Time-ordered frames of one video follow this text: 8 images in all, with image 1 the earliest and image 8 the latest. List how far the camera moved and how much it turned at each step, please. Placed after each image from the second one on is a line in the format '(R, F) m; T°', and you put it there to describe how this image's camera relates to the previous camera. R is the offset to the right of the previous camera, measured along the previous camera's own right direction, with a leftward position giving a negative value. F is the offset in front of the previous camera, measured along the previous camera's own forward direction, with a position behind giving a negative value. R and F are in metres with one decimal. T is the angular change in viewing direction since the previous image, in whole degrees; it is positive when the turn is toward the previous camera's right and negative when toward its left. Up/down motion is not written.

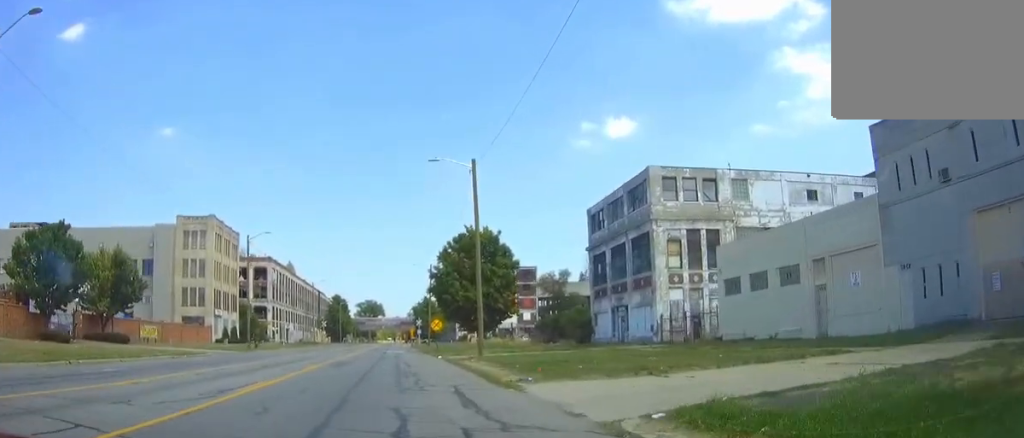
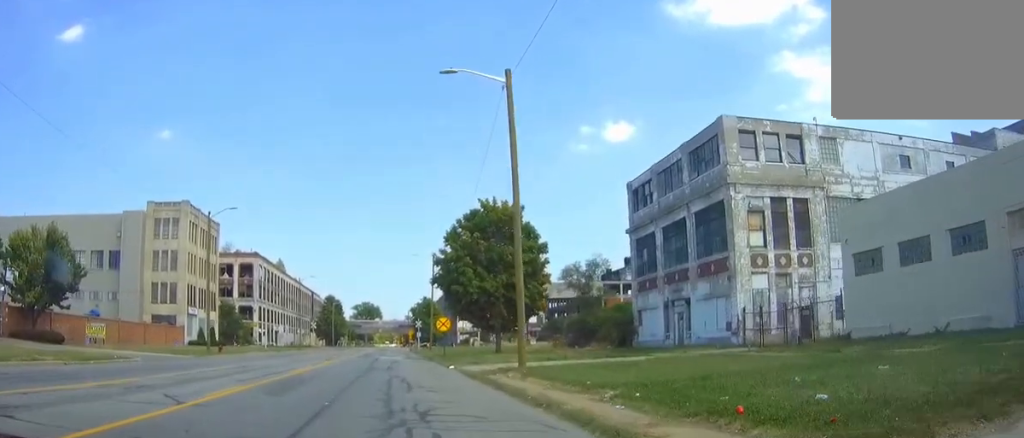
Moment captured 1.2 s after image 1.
(+0.1, +14.1) m; 0°
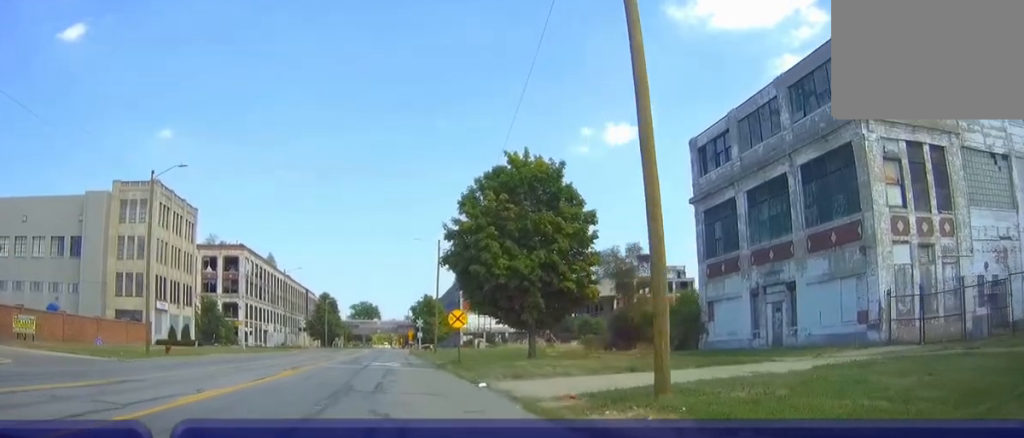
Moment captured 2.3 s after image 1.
(0.0, +13.5) m; 0°
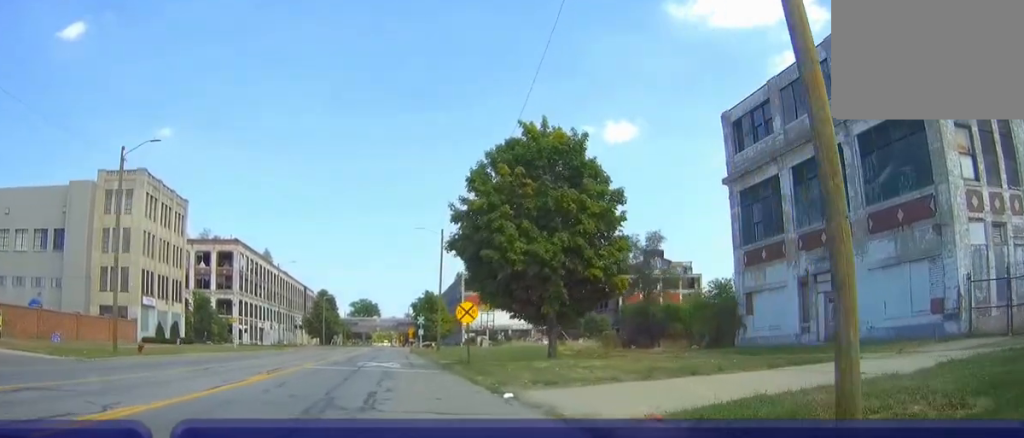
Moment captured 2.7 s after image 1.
(0.0, +5.0) m; 0°
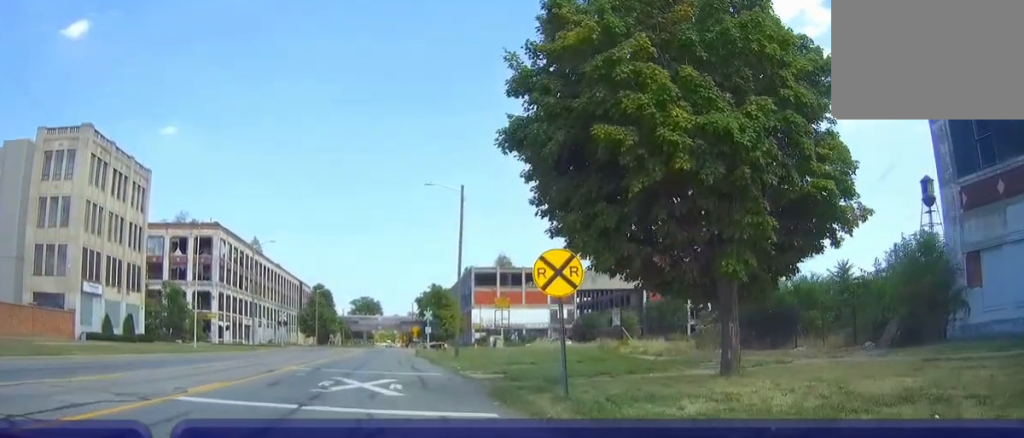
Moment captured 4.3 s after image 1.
(0.0, +18.2) m; 0°
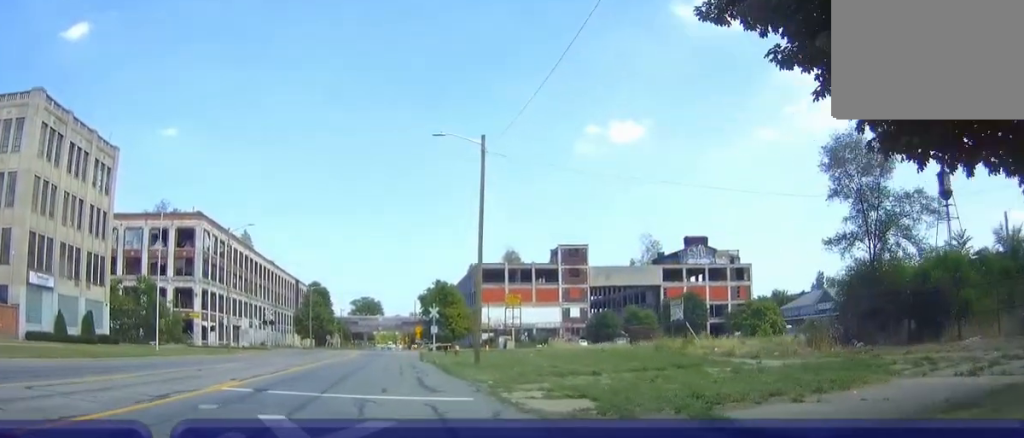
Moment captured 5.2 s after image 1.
(0.0, +11.1) m; 0°
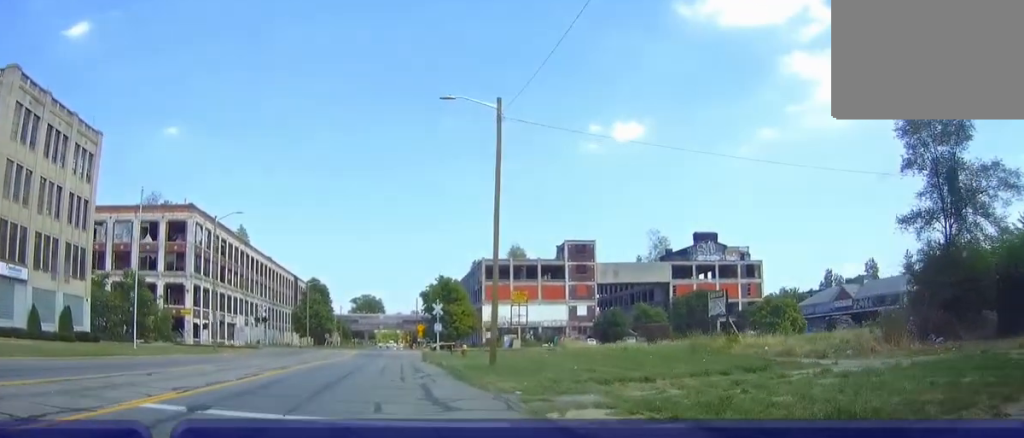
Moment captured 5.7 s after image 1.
(0.0, +5.4) m; 0°
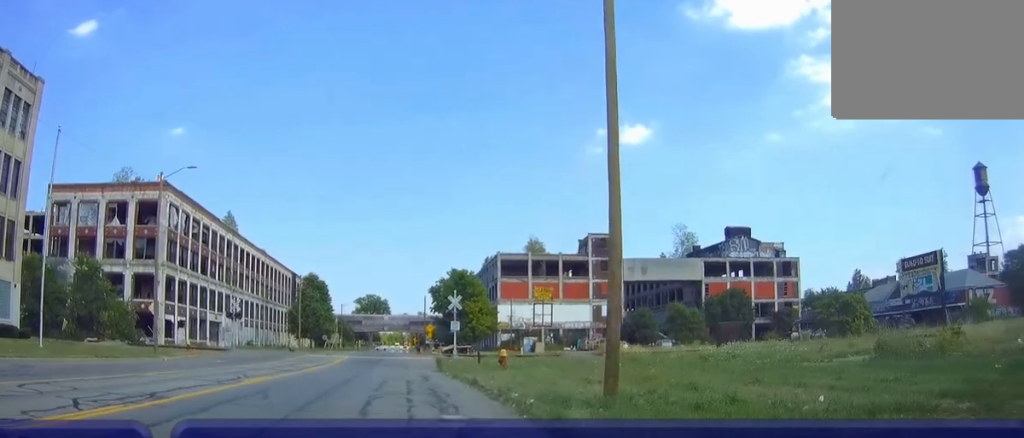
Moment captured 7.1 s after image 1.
(0.0, +15.2) m; 0°
